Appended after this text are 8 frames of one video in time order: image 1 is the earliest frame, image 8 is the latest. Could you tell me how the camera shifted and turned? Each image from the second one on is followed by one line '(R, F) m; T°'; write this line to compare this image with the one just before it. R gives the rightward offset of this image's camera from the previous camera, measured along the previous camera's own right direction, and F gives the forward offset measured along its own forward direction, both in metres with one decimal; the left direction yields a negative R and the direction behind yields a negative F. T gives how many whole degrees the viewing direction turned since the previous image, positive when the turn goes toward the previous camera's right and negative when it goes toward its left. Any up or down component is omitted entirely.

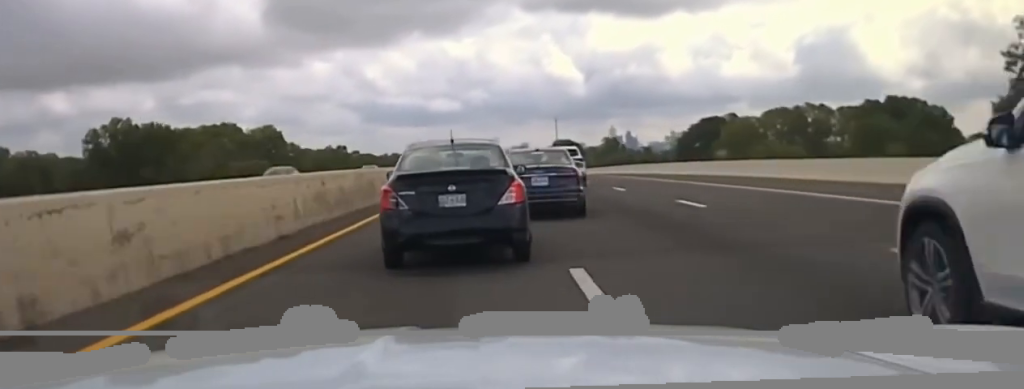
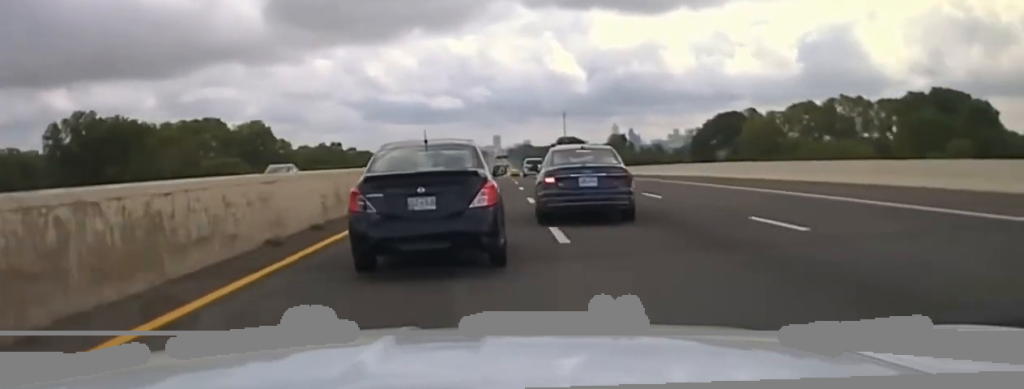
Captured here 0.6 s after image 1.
(-0.1, +20.7) m; -1°
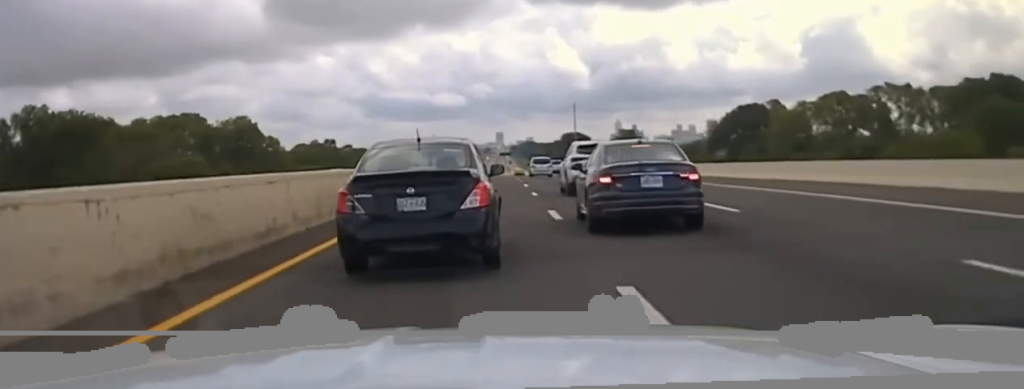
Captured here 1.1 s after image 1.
(-0.2, +20.0) m; -1°
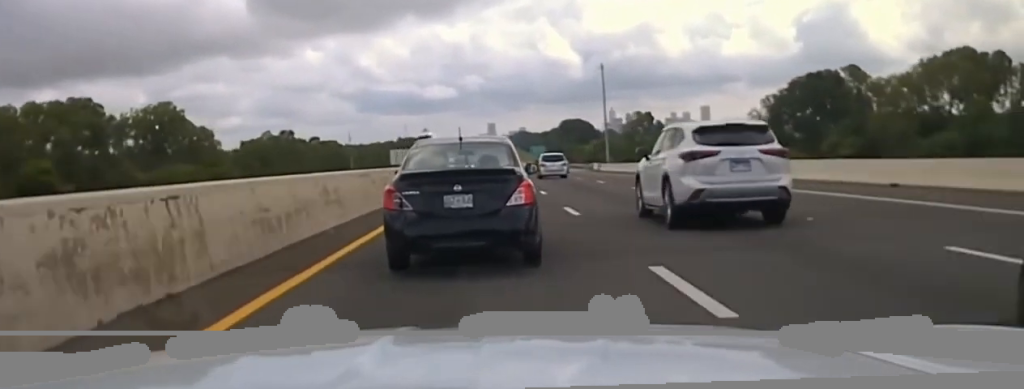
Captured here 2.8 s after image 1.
(-0.4, +67.9) m; 0°
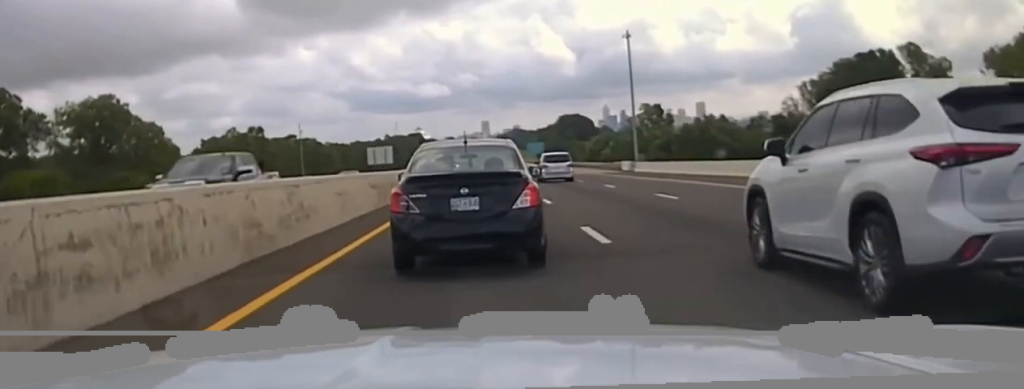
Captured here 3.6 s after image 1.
(+0.2, +30.5) m; +1°
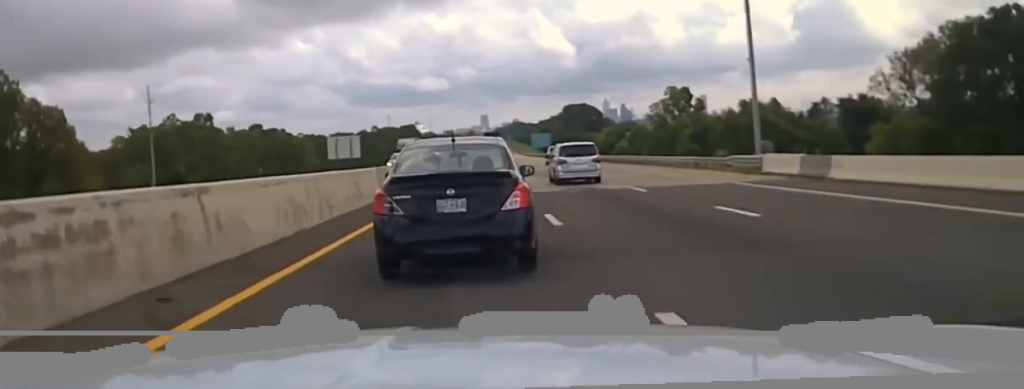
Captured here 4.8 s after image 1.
(+0.3, +41.3) m; 0°
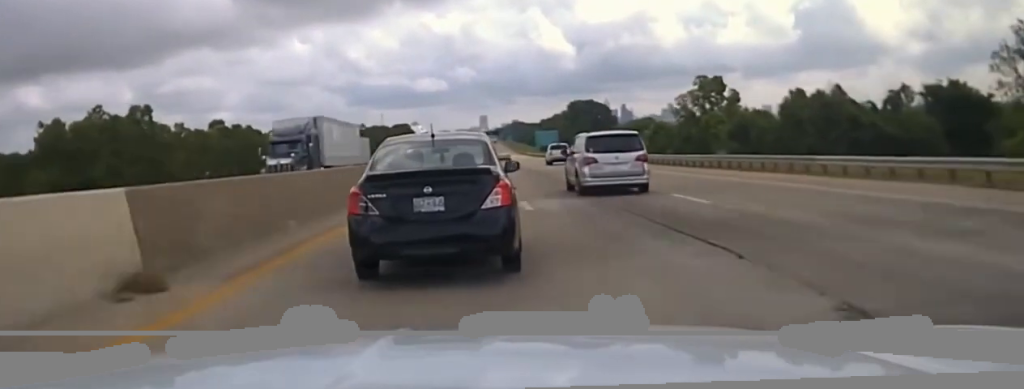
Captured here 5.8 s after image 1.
(-0.1, +32.5) m; 0°
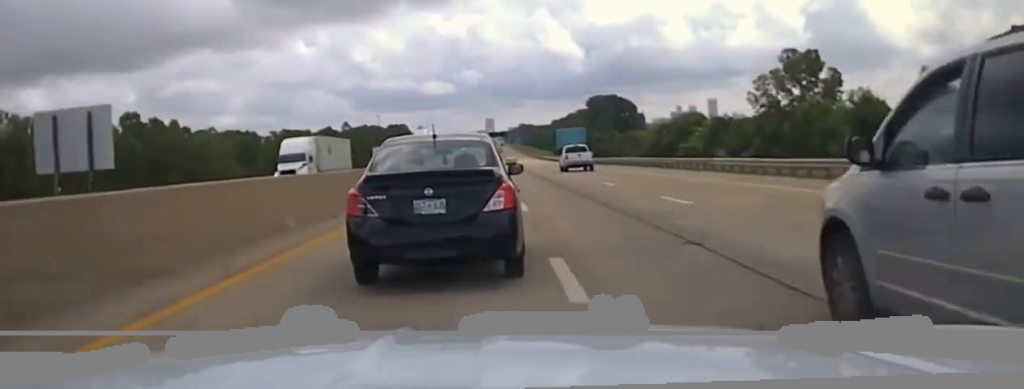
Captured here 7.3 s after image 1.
(-0.3, +57.1) m; 0°
